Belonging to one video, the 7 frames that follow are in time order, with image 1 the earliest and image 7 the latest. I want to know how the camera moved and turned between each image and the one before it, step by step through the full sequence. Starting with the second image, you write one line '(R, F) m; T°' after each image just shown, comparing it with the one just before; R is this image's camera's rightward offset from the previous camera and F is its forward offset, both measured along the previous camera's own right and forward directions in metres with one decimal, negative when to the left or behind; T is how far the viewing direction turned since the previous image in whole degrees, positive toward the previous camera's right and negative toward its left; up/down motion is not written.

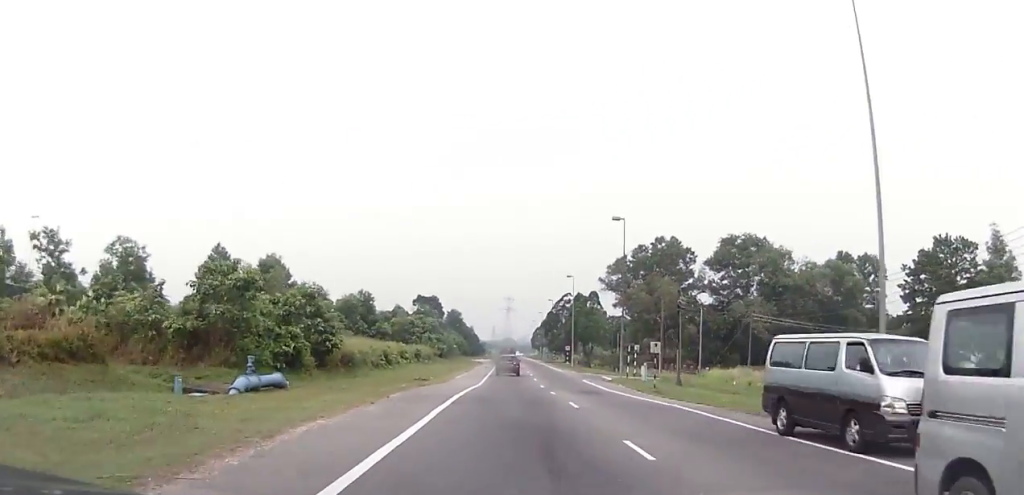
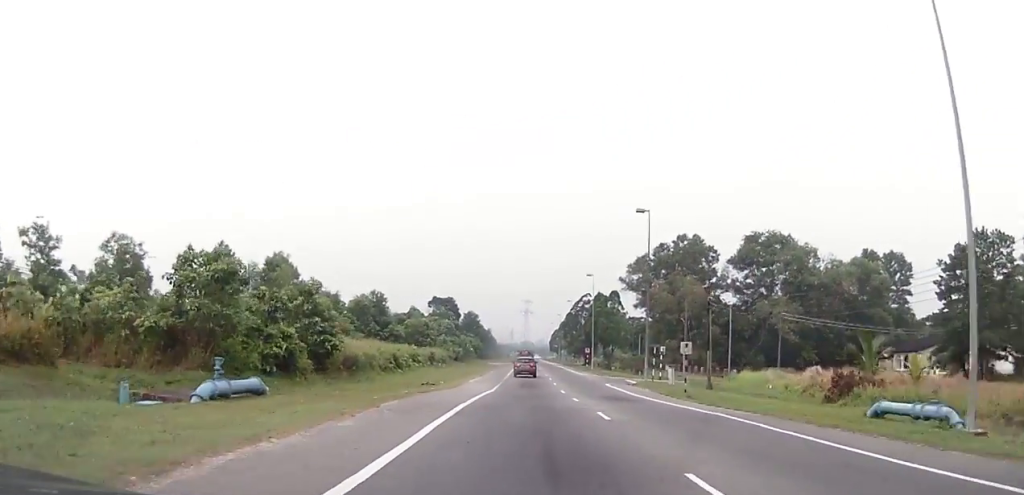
(-0.2, +3.0) m; 0°
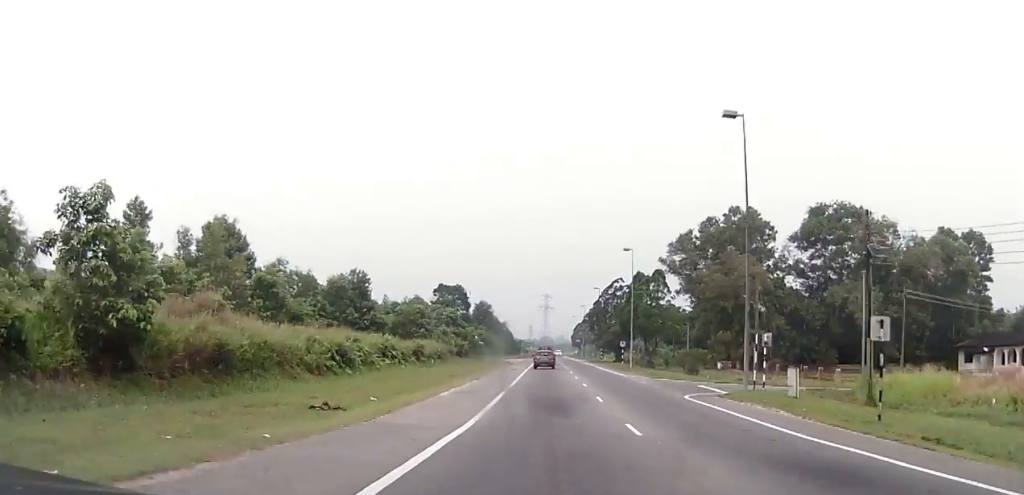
(+0.2, +18.8) m; 0°
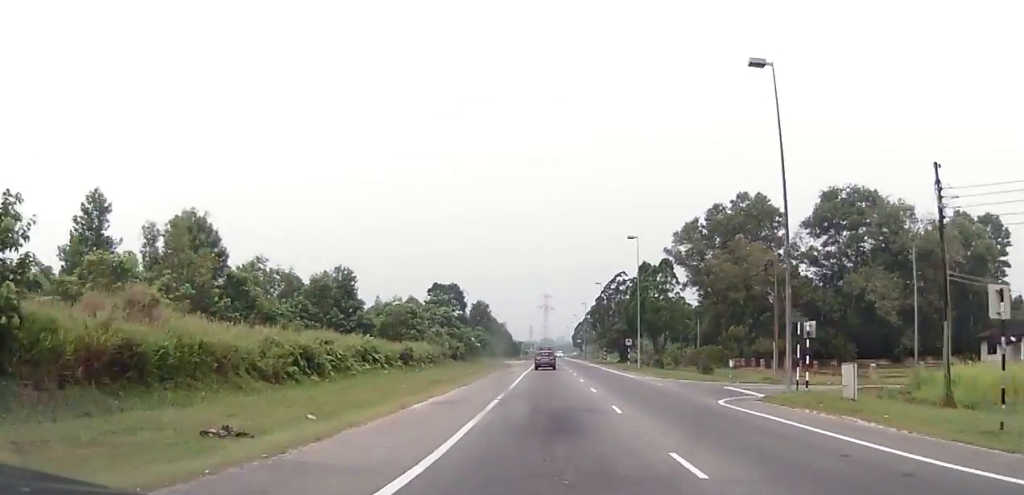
(-0.1, +5.1) m; 0°
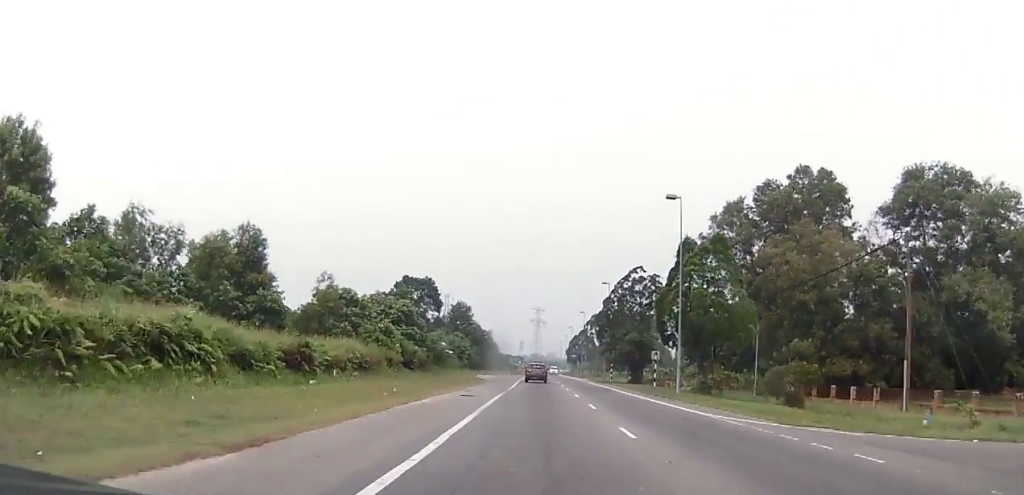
(+0.7, +22.1) m; +1°
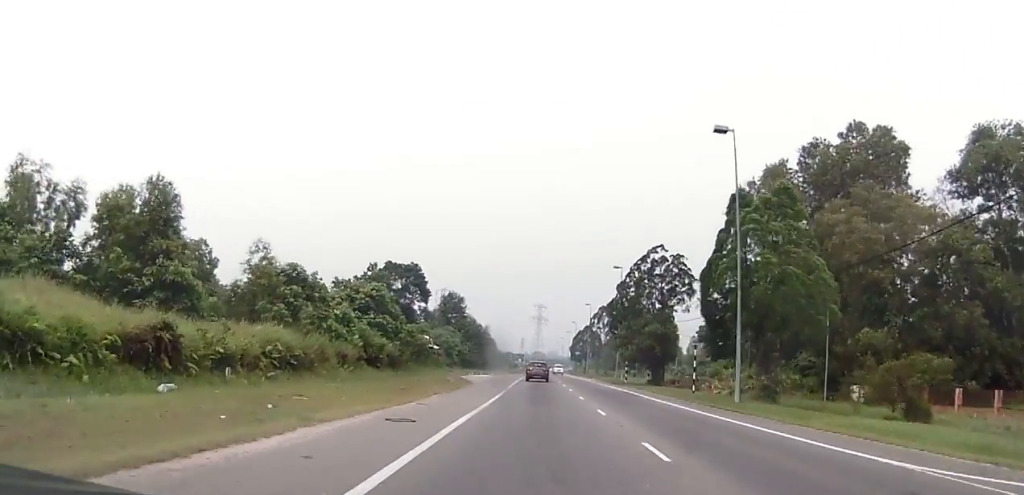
(-0.4, +12.6) m; -1°
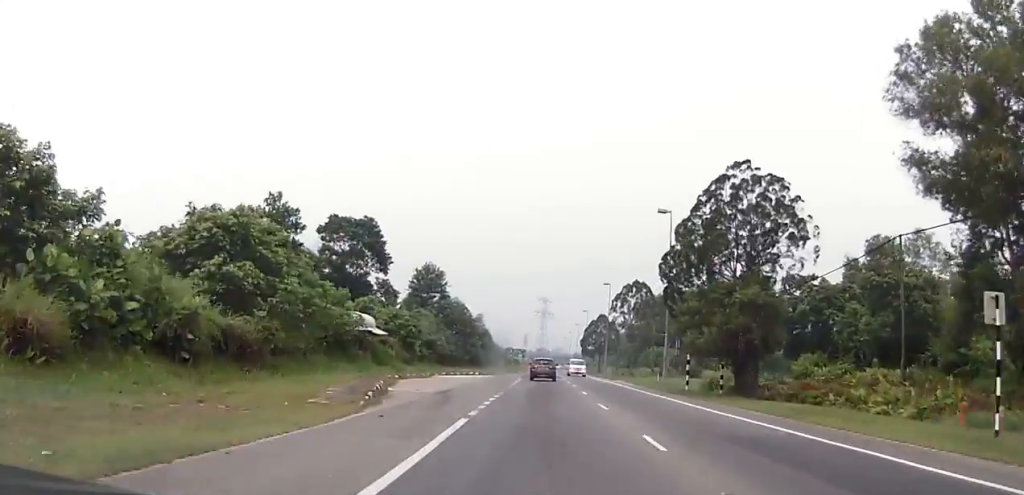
(+0.2, +26.4) m; +1°
